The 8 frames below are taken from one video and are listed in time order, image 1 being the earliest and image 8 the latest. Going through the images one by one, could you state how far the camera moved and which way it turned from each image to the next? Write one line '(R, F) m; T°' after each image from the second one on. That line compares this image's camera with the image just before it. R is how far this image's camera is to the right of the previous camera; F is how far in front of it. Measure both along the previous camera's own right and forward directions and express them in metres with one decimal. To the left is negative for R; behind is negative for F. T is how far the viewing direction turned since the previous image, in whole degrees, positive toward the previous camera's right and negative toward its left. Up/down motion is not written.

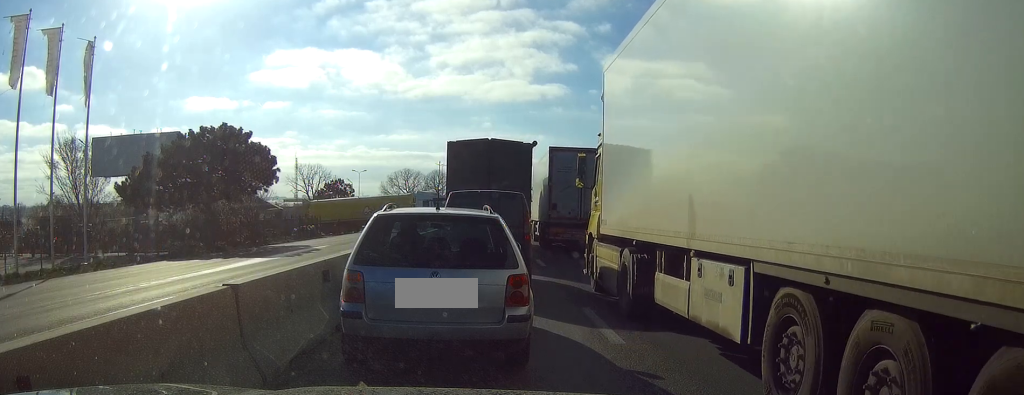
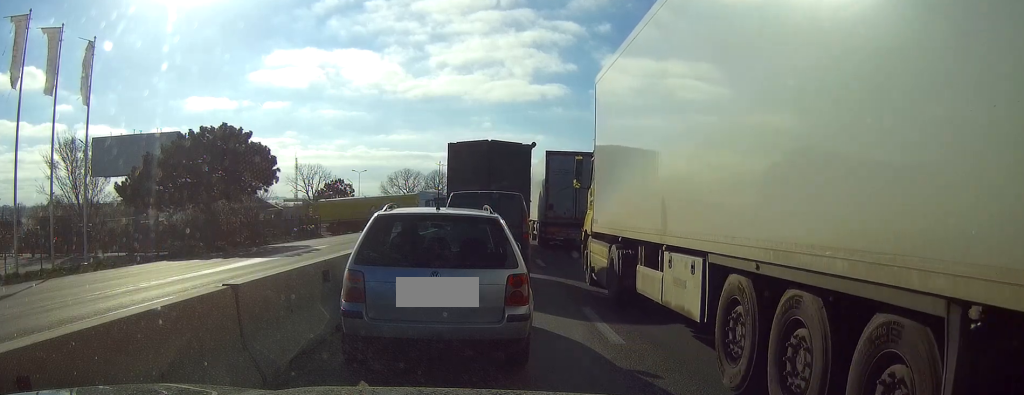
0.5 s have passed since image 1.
(0.0, 0.0) m; 0°
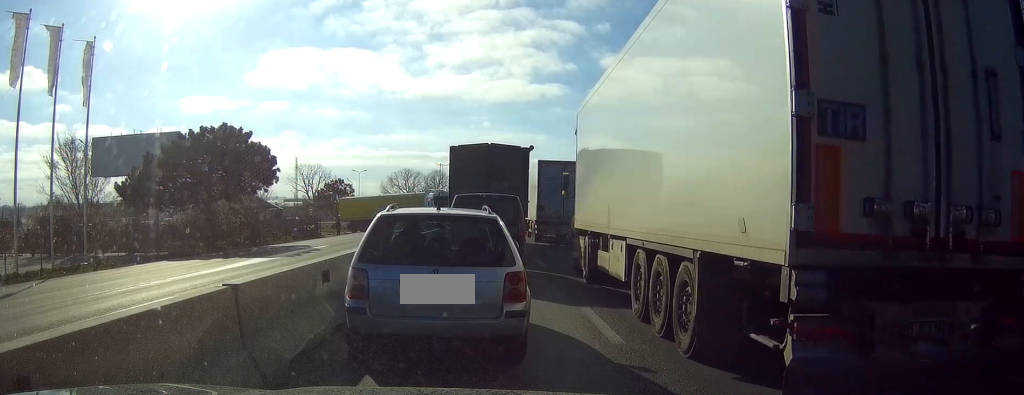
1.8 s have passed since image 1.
(0.0, 0.0) m; 0°
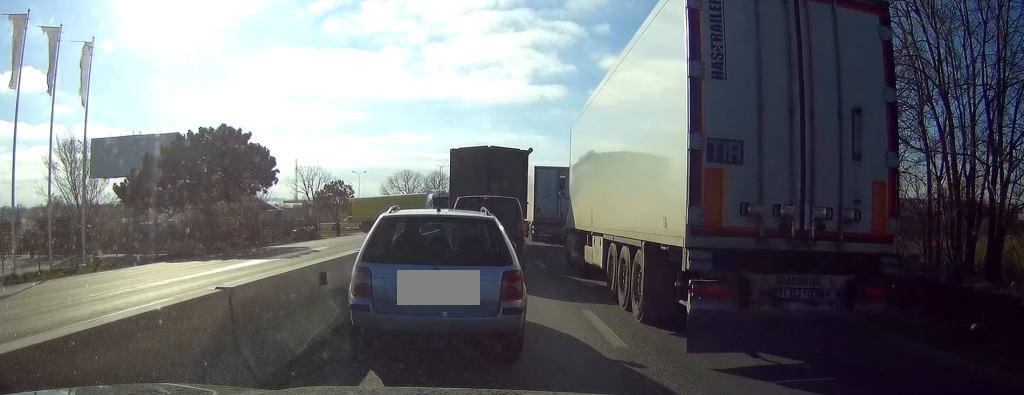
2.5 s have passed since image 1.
(0.0, 0.0) m; 0°
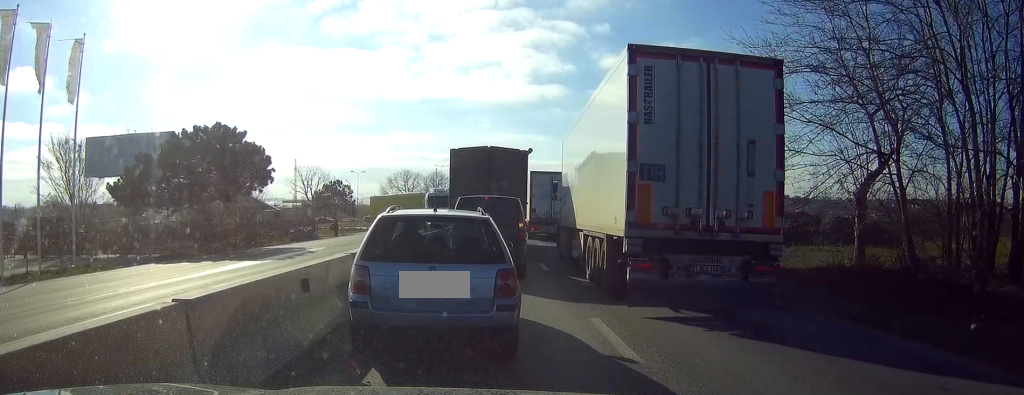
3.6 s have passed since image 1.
(0.0, +0.1) m; 0°
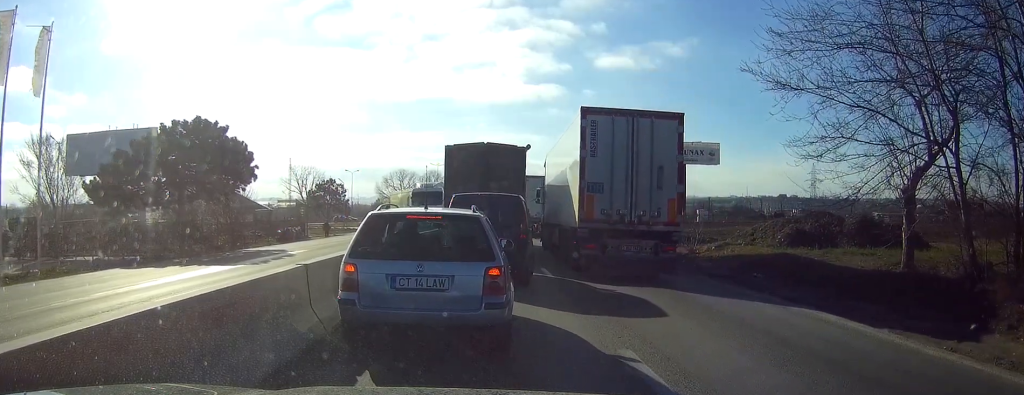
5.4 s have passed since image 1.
(-0.1, +1.1) m; 0°
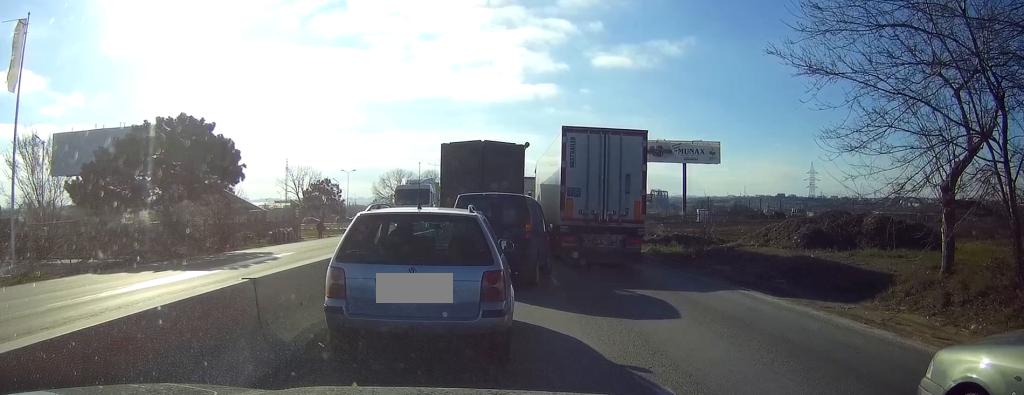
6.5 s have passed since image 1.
(0.0, +1.4) m; 0°
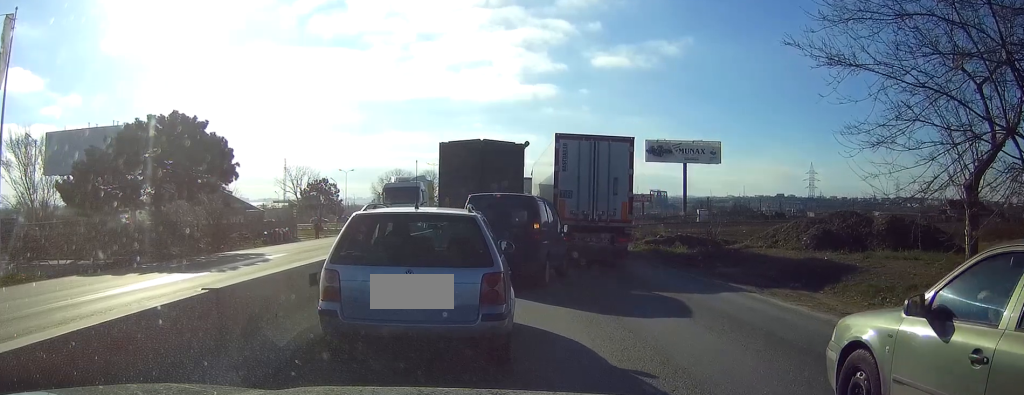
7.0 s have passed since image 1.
(0.0, +0.9) m; -1°
